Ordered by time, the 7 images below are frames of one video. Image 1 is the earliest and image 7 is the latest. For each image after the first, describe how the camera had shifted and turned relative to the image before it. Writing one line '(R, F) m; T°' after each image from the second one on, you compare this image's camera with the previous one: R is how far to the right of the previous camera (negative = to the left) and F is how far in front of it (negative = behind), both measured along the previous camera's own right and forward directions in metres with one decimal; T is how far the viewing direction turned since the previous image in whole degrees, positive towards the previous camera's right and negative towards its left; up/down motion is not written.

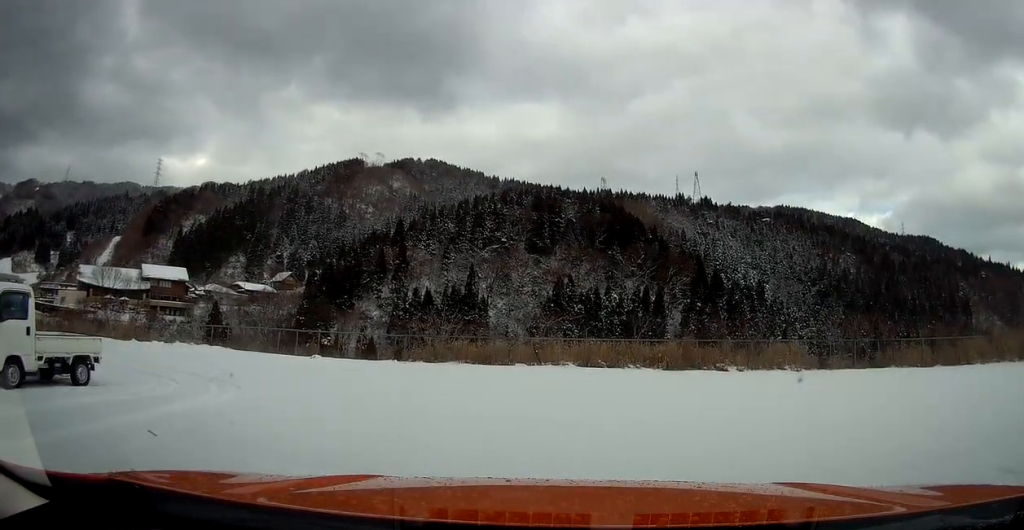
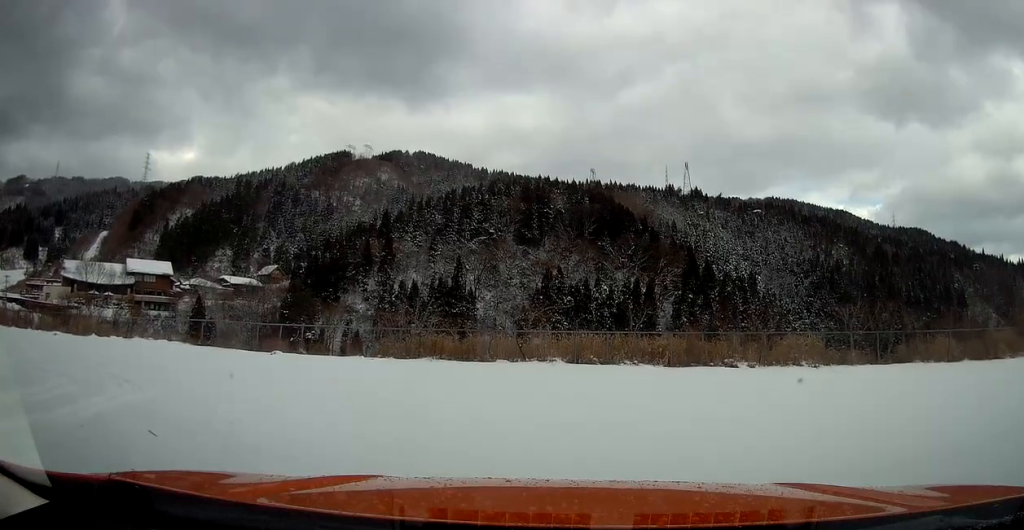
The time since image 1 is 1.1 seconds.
(-0.1, +3.2) m; 0°
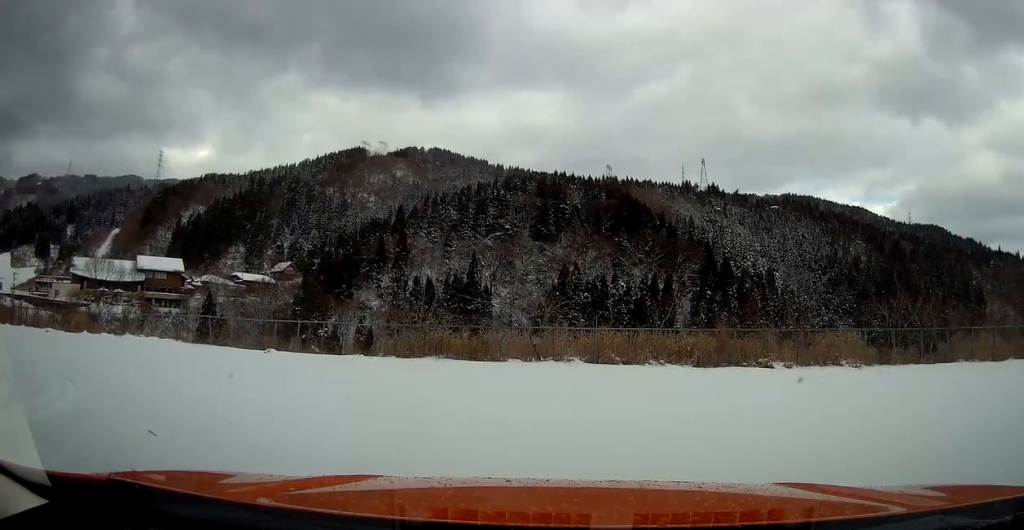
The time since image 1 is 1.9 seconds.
(+0.1, +2.2) m; -4°
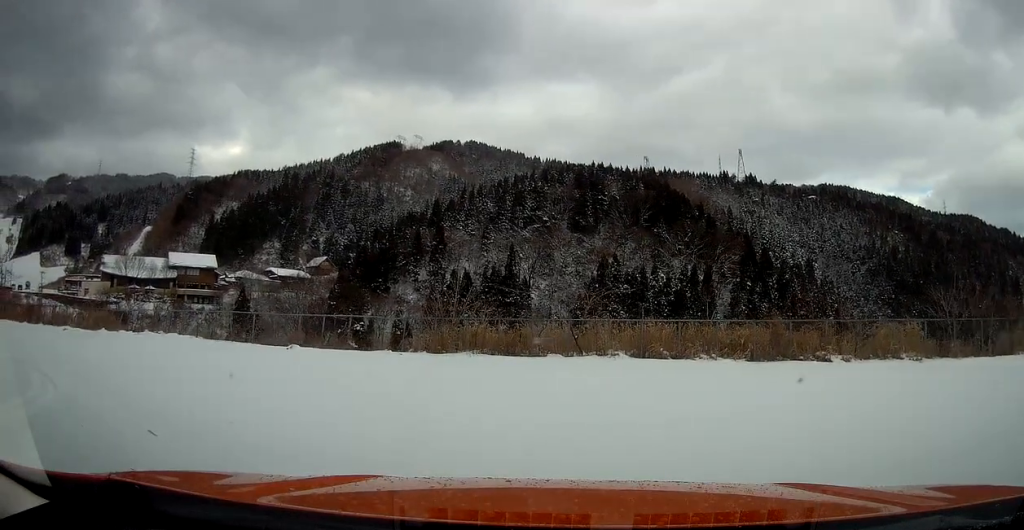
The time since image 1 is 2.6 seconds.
(-0.1, +1.6) m; -4°
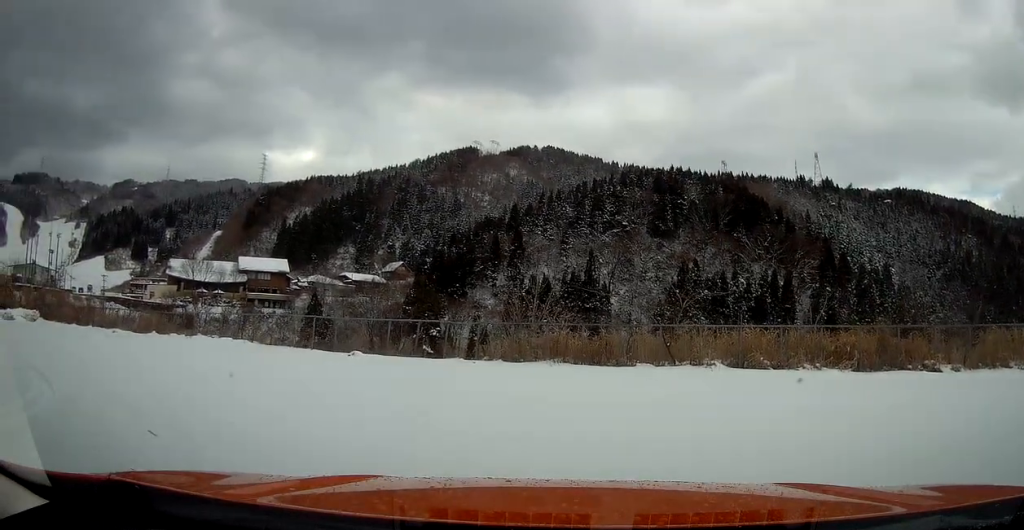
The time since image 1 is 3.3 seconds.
(-0.2, +2.0) m; -6°
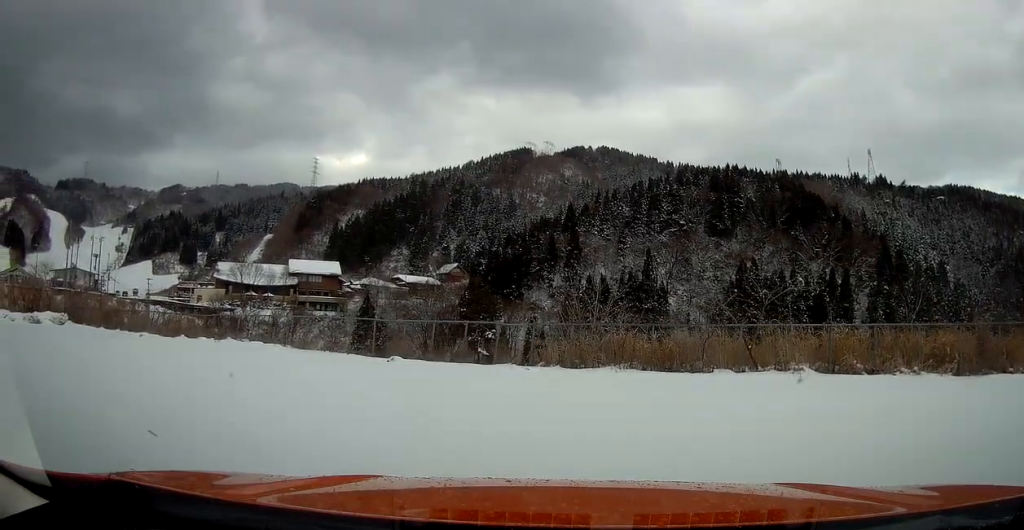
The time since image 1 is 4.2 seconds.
(0.0, +2.4) m; -3°
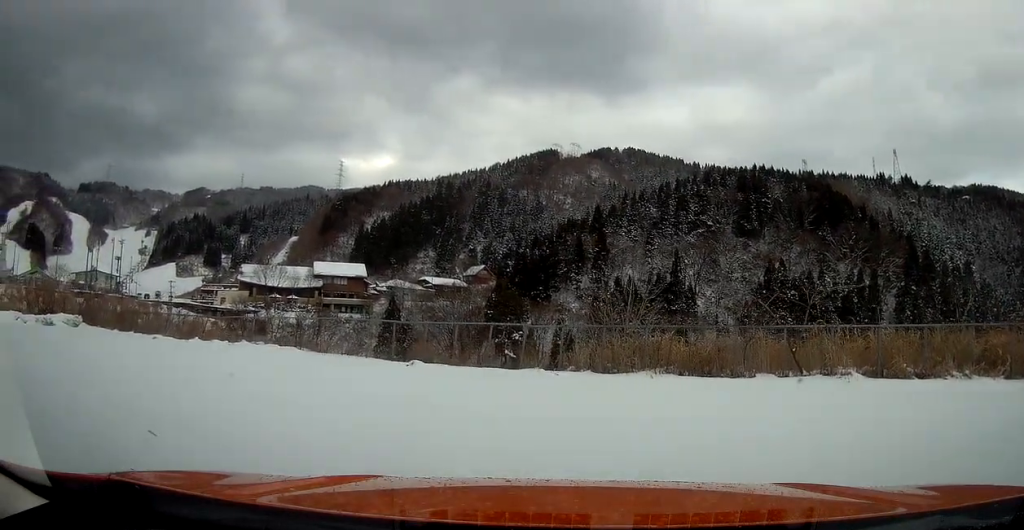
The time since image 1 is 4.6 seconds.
(-0.1, +1.1) m; -5°
